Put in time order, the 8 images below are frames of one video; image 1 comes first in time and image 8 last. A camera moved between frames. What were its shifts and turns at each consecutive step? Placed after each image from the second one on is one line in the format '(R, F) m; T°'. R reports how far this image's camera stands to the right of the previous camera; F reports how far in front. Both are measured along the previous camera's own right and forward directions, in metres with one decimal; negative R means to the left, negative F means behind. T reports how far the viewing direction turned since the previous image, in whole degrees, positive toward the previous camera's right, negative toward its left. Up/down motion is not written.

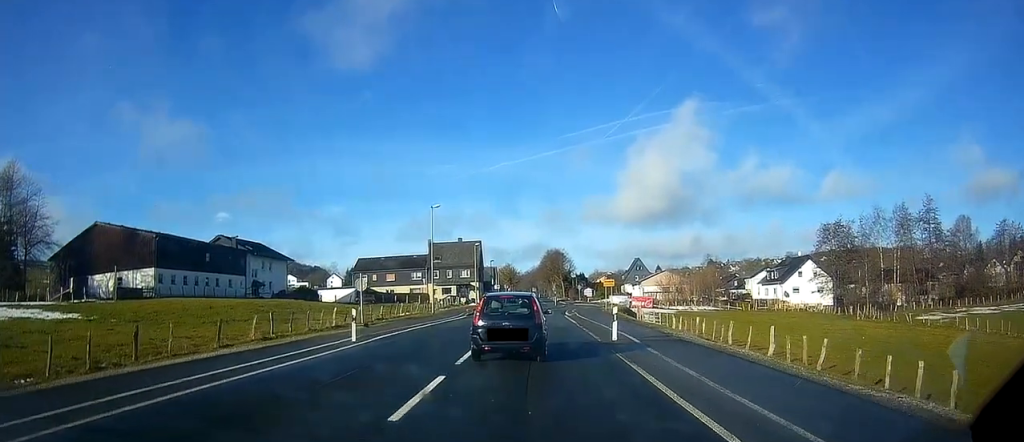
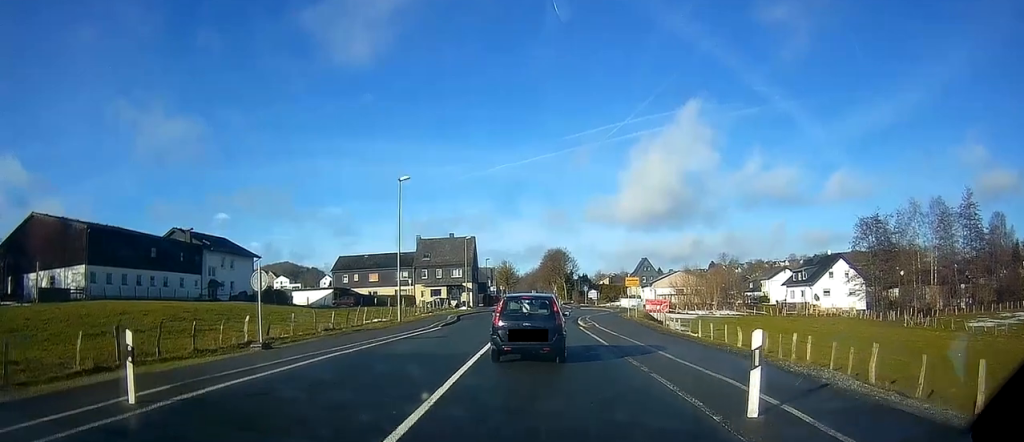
(+0.2, +12.4) m; +2°
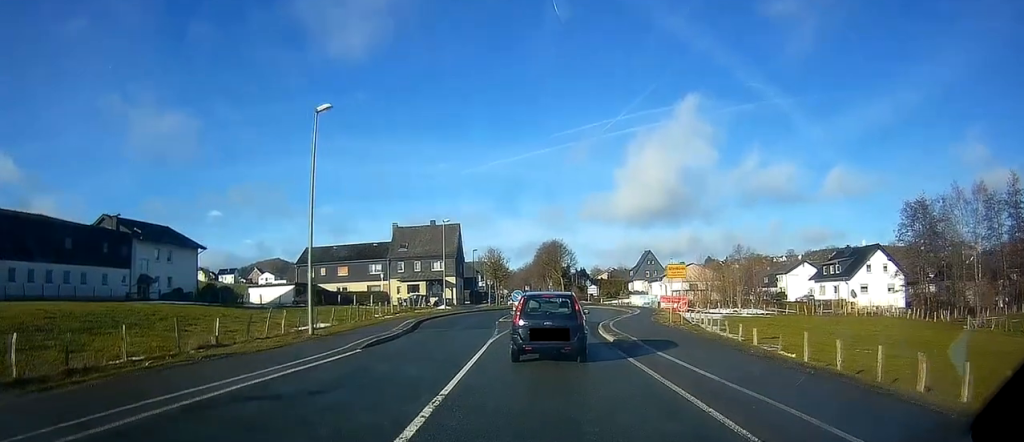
(+0.1, +14.2) m; -1°
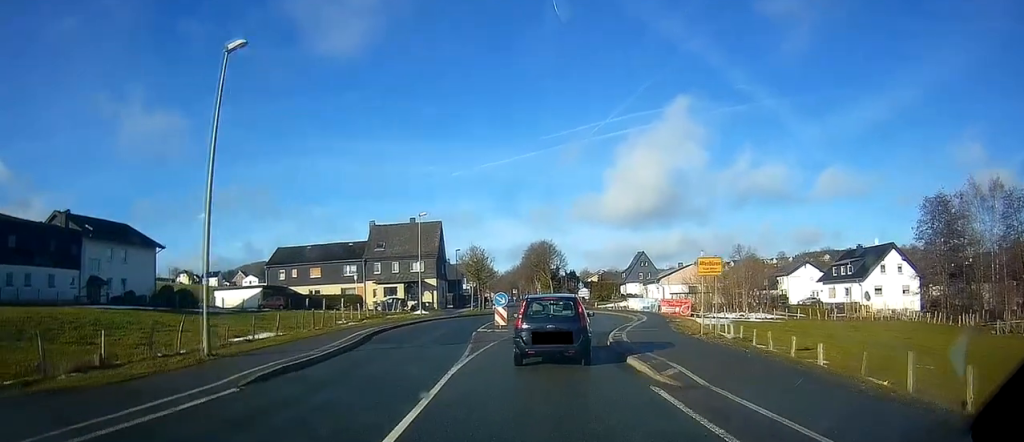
(-0.2, +7.1) m; -1°
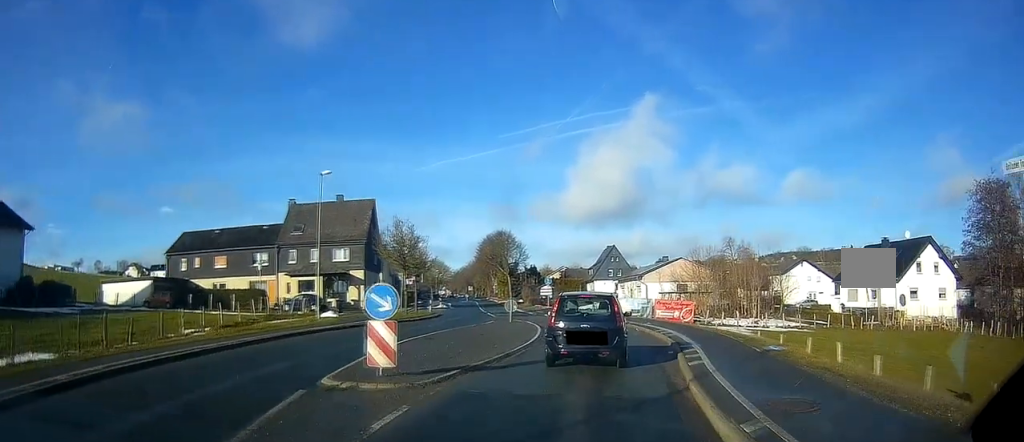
(+0.5, +17.2) m; +3°
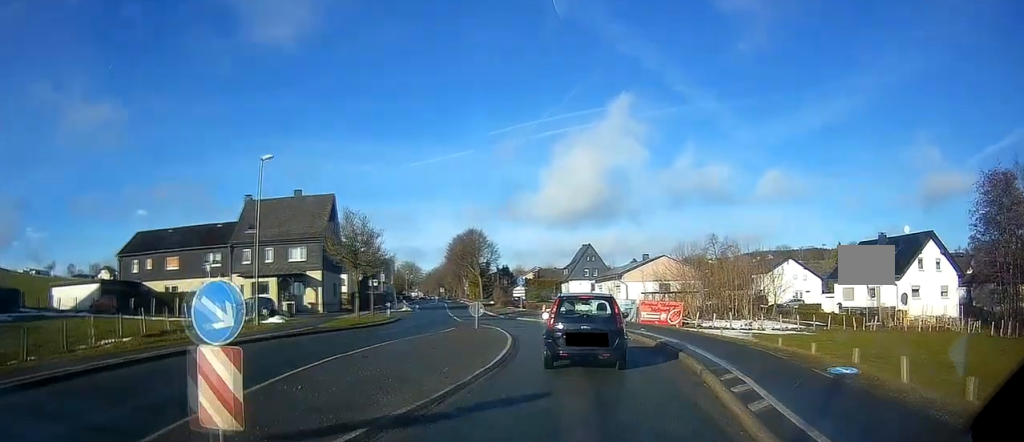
(+0.3, +5.2) m; 0°
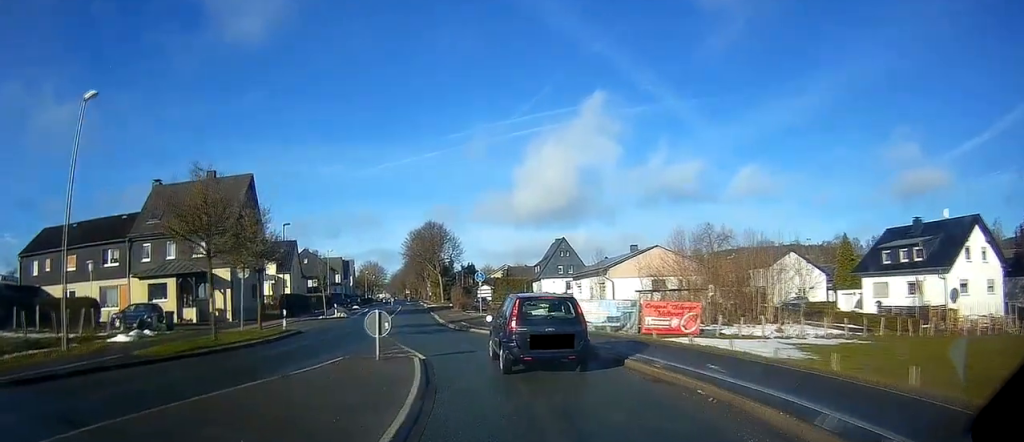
(-0.2, +13.3) m; +4°
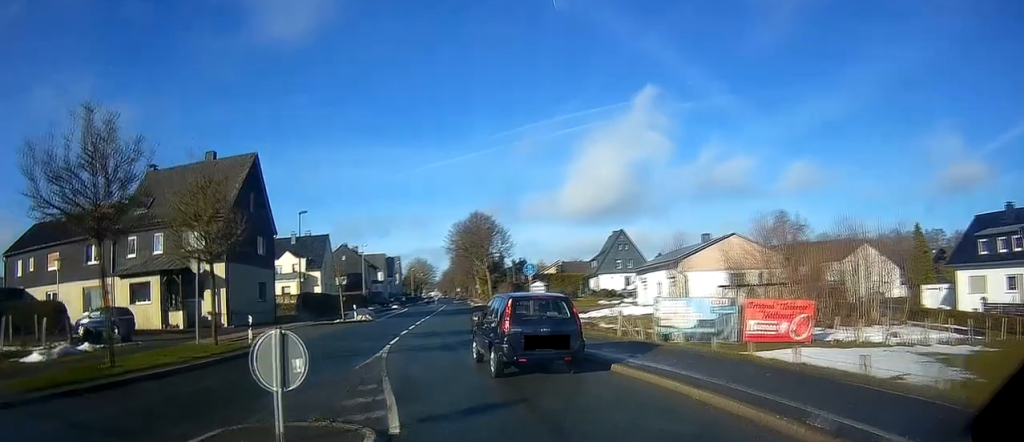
(+0.7, +9.1) m; +5°
